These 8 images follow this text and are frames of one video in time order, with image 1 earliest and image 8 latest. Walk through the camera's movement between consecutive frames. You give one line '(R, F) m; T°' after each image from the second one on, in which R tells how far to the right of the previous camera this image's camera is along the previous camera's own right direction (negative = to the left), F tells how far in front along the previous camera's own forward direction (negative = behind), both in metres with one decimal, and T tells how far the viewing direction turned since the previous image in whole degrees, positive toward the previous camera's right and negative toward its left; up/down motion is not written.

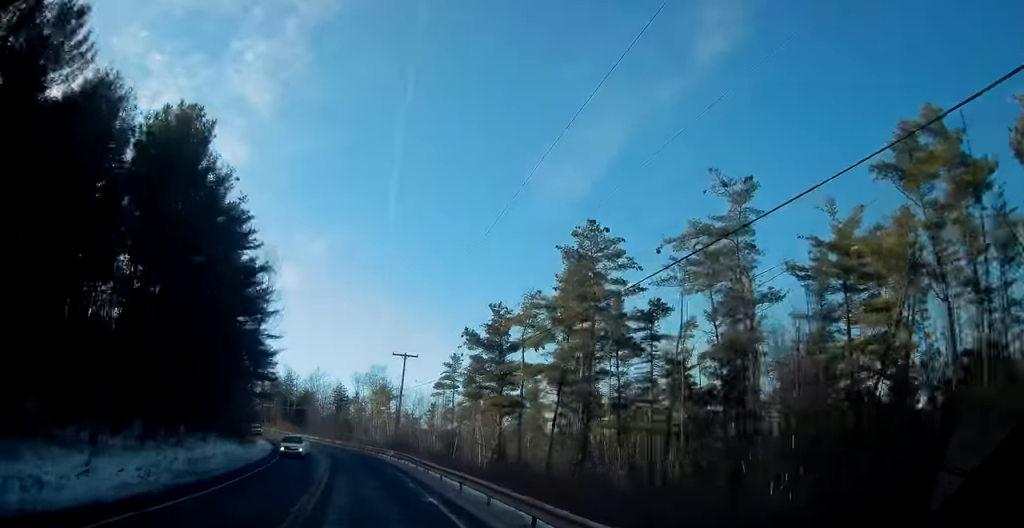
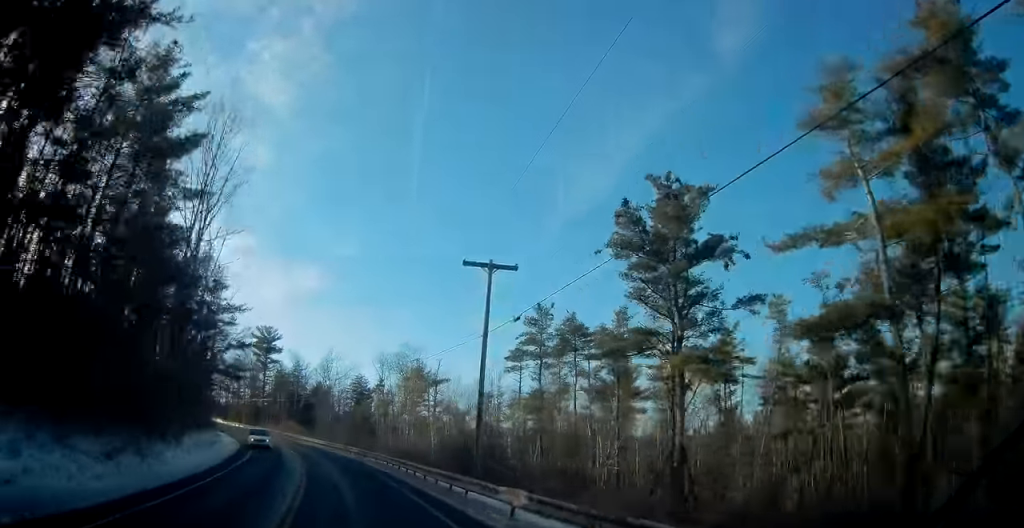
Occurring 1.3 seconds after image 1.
(-0.8, +28.6) m; -4°
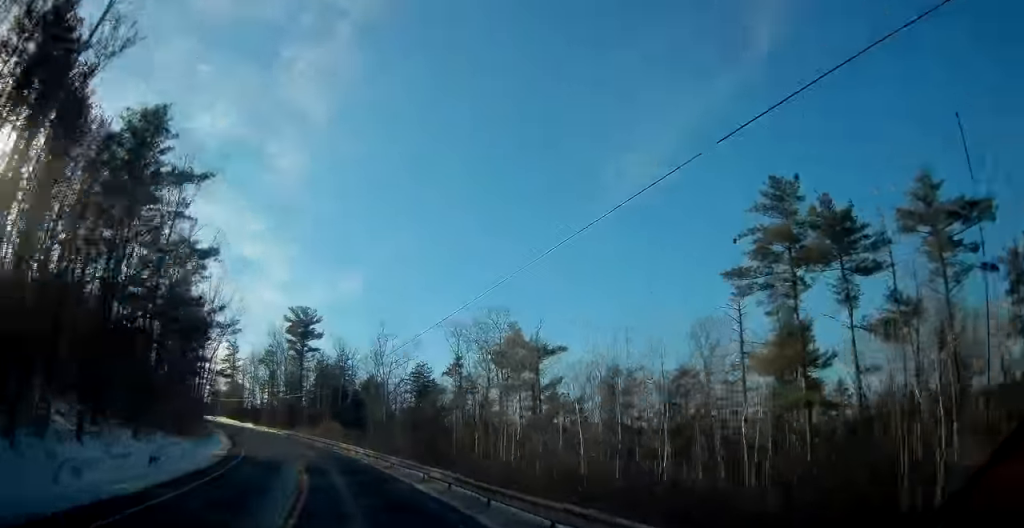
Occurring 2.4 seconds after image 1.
(-1.1, +24.7) m; -6°
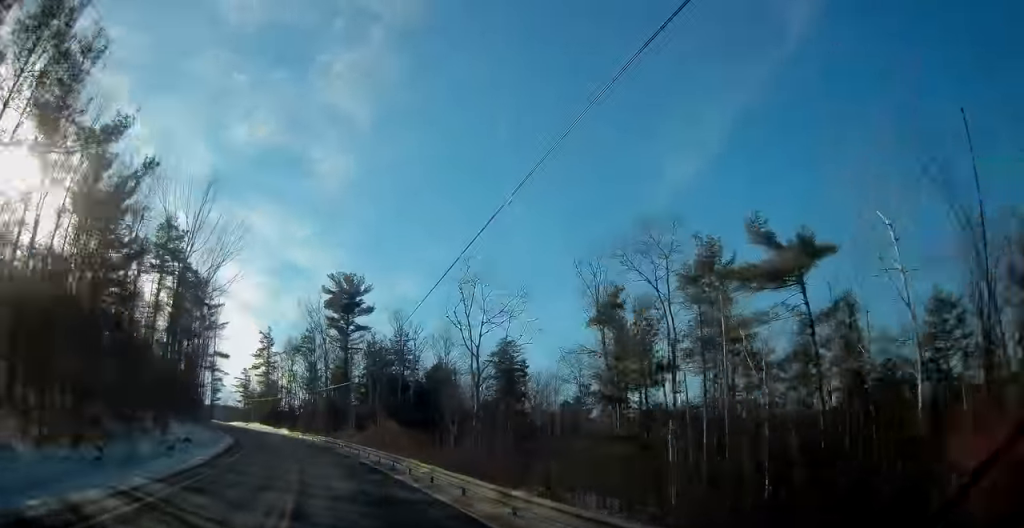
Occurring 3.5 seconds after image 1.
(-1.4, +24.7) m; -5°
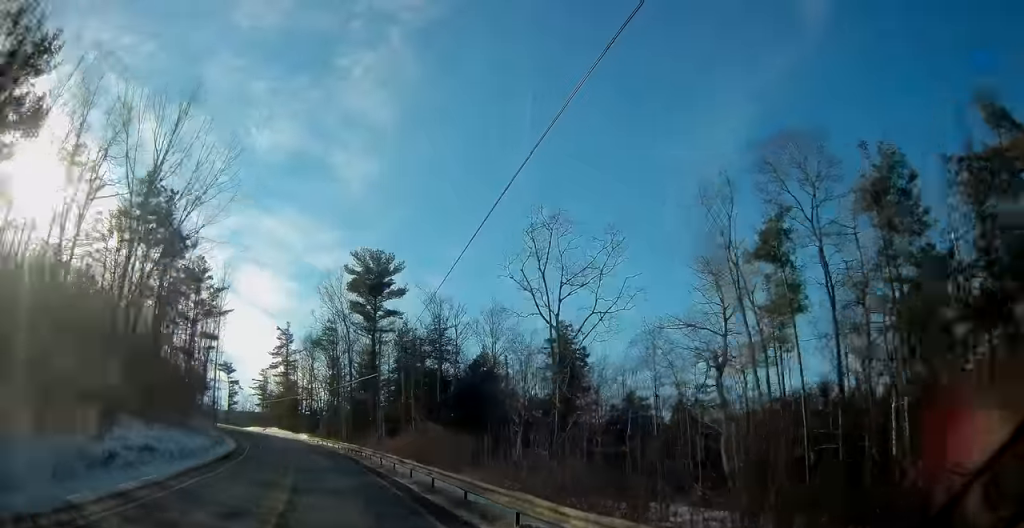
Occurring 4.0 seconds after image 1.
(-0.2, +12.0) m; -2°
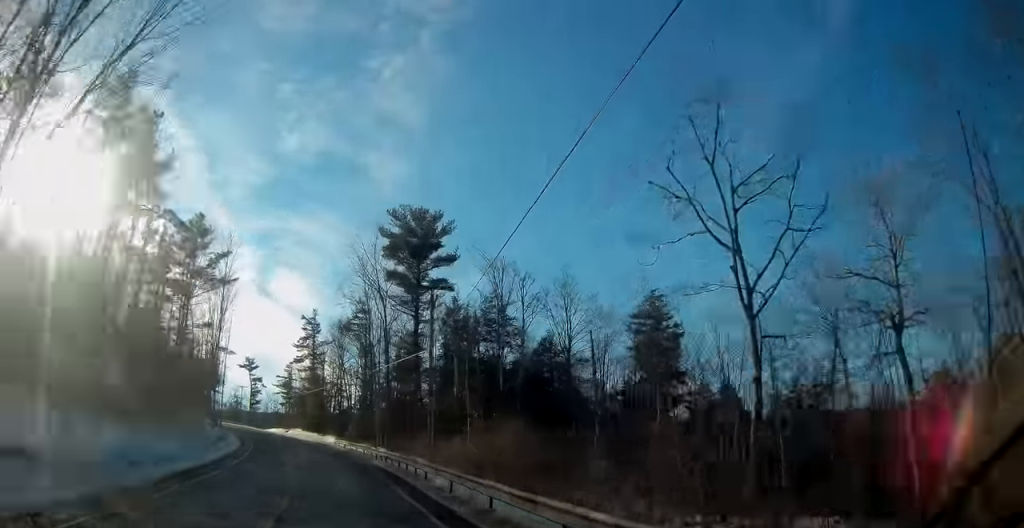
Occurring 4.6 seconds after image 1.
(-0.3, +13.4) m; -3°
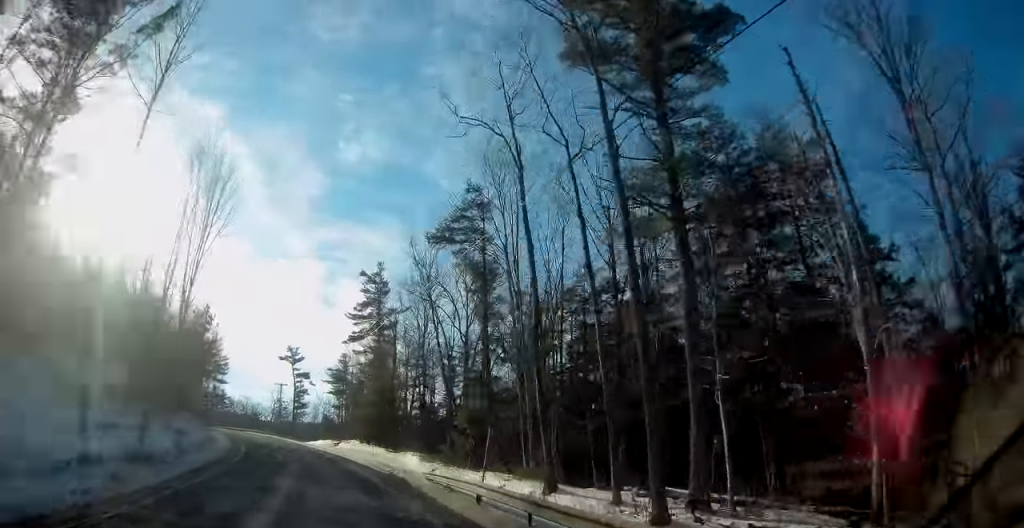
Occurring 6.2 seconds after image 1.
(-2.6, +35.7) m; -9°
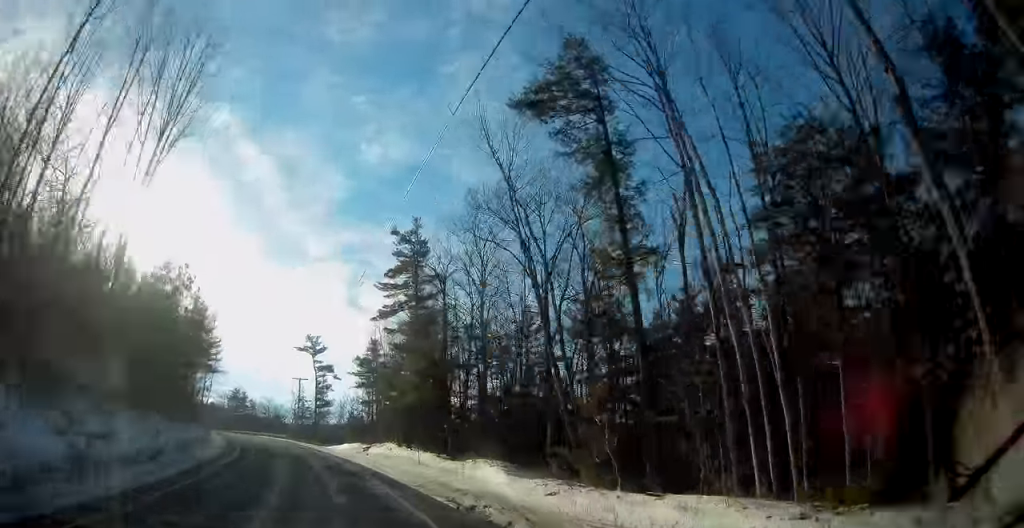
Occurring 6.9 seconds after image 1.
(-0.4, +15.0) m; -3°
